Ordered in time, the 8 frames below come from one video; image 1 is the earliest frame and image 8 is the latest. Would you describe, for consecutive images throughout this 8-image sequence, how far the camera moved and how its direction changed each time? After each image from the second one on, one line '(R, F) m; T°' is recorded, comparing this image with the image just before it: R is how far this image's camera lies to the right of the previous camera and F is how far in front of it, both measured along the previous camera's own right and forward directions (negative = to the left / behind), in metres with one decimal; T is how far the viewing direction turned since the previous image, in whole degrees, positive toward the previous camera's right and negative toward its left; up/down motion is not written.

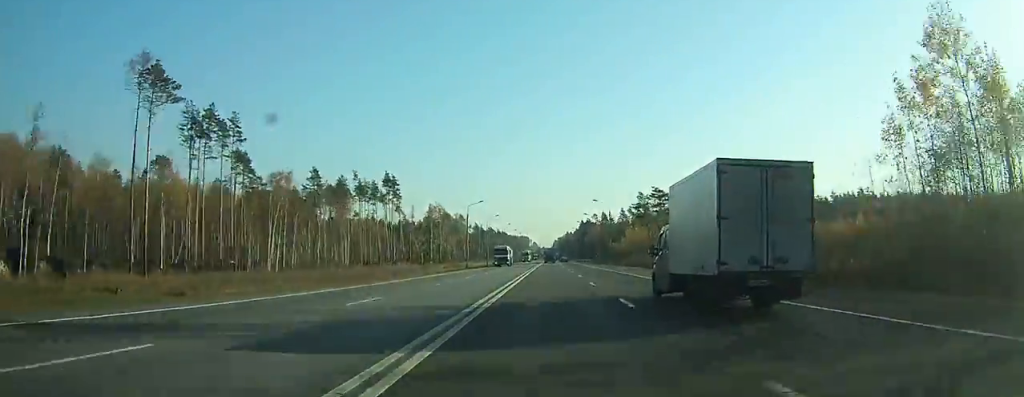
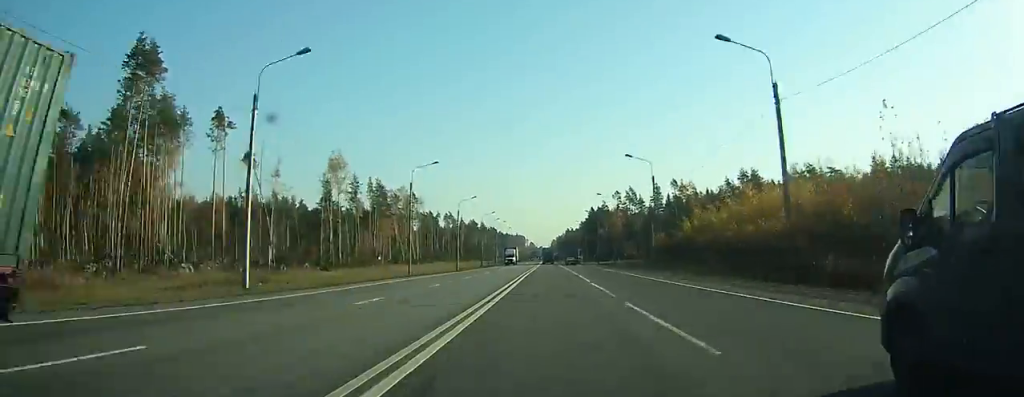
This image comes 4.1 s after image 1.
(-0.5, +107.8) m; 0°
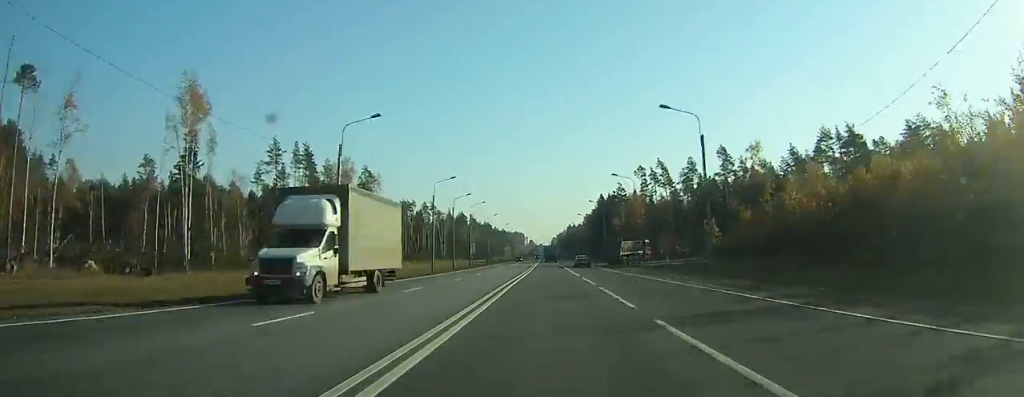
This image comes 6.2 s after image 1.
(-0.1, +53.5) m; 0°
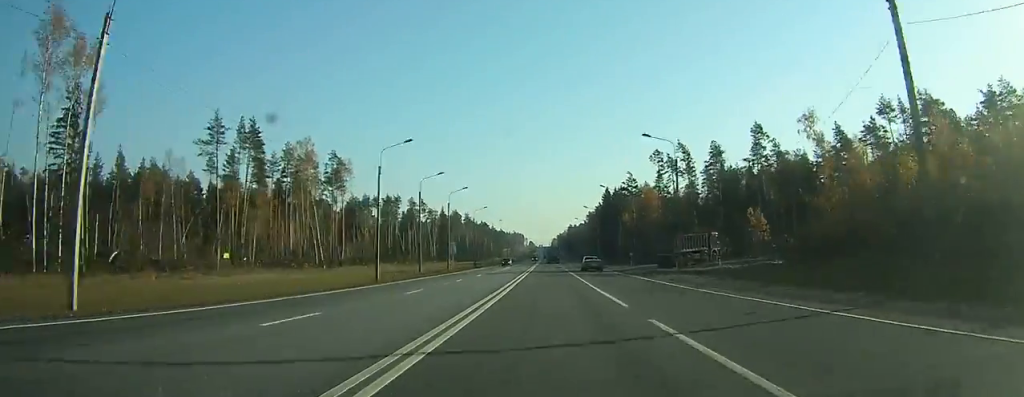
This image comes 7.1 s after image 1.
(0.0, +24.0) m; 0°
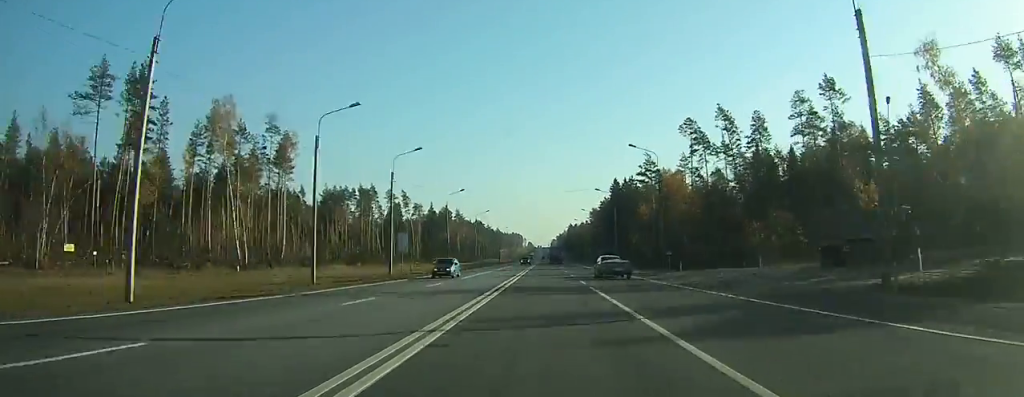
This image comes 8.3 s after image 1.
(0.0, +30.8) m; 0°
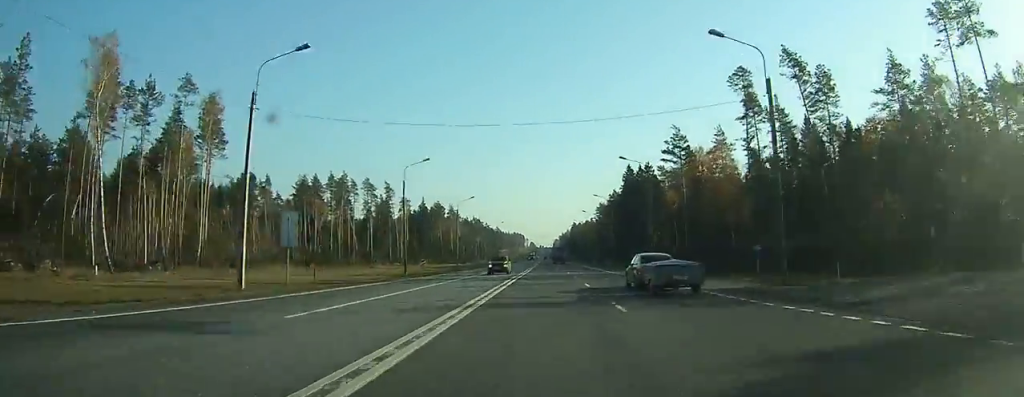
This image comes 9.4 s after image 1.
(-0.1, +27.3) m; 0°
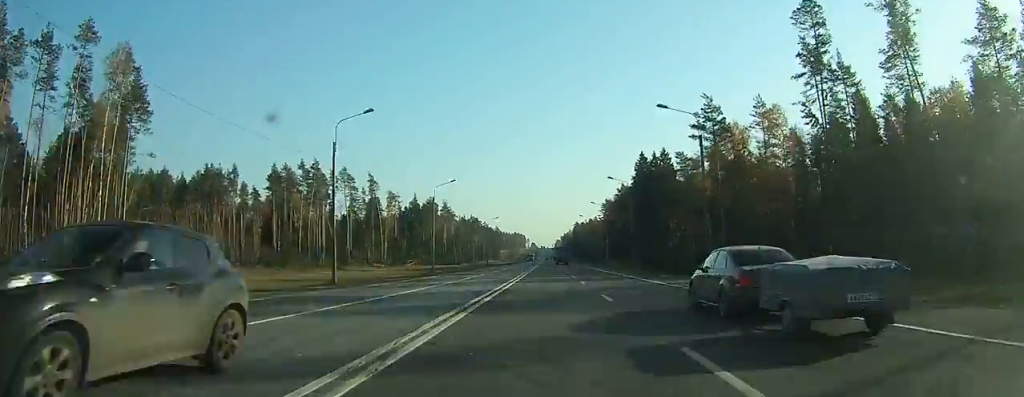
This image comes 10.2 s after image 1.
(0.0, +20.5) m; 0°
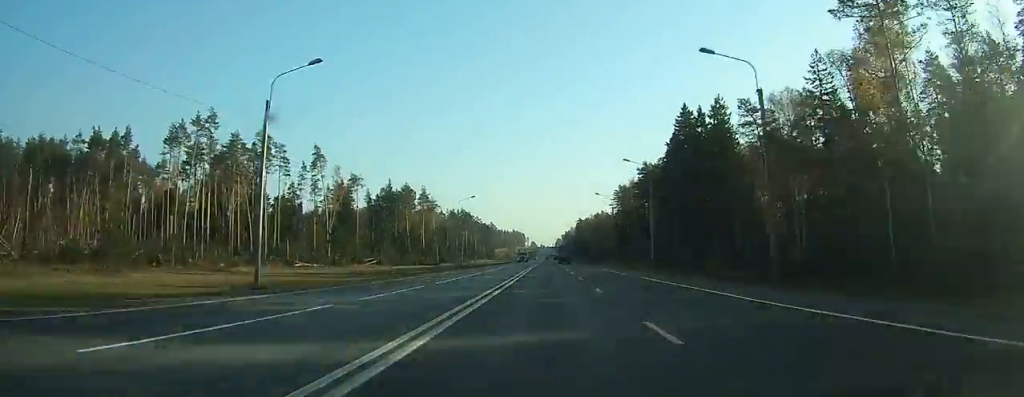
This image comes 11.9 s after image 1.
(+0.1, +44.5) m; 0°
